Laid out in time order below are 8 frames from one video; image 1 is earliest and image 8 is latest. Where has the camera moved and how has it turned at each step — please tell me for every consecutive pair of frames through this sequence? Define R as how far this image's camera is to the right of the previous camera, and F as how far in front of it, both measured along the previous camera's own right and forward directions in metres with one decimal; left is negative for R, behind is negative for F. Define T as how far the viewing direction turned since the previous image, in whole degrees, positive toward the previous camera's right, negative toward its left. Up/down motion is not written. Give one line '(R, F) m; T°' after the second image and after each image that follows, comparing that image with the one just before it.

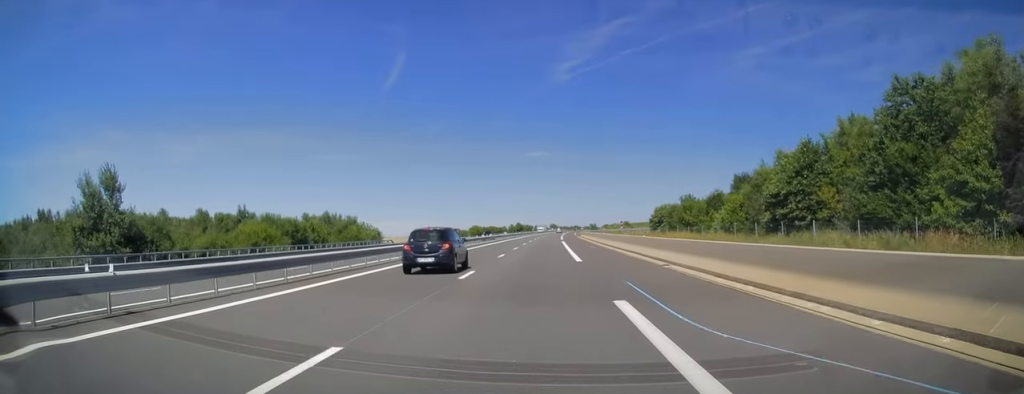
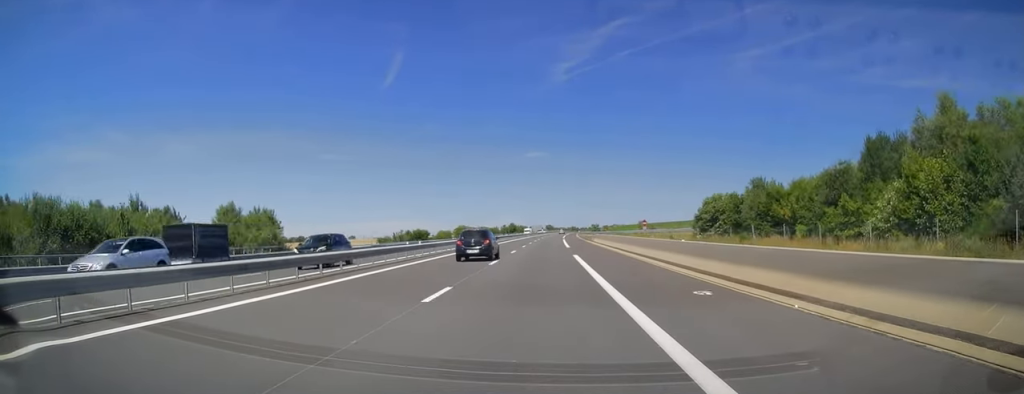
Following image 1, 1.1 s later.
(+0.1, +31.5) m; 0°
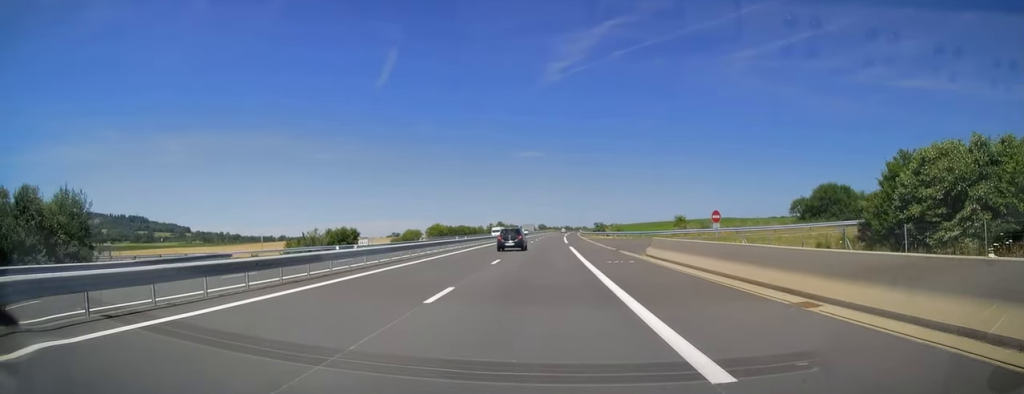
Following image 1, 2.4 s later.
(+0.1, +39.3) m; 0°
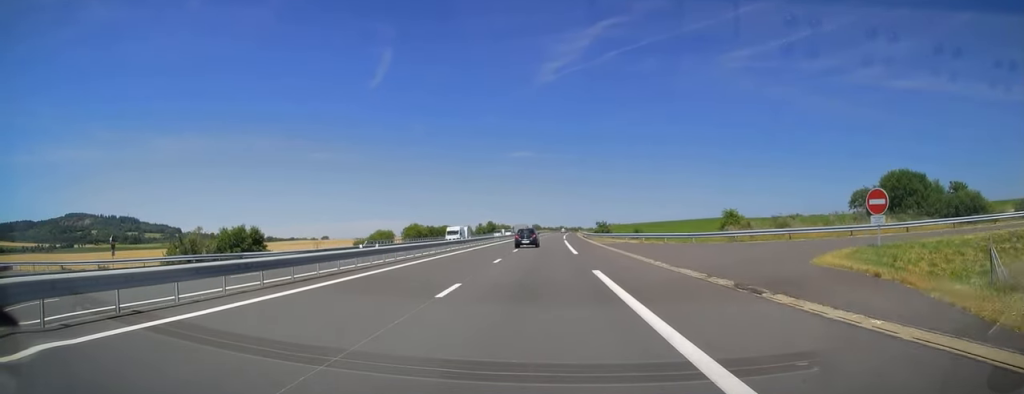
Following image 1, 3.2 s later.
(+0.1, +25.1) m; +1°
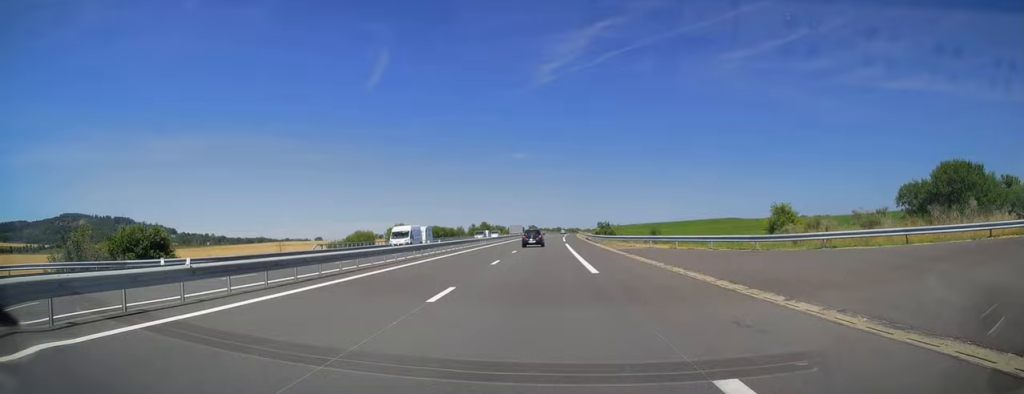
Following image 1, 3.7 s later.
(+0.1, +13.8) m; 0°
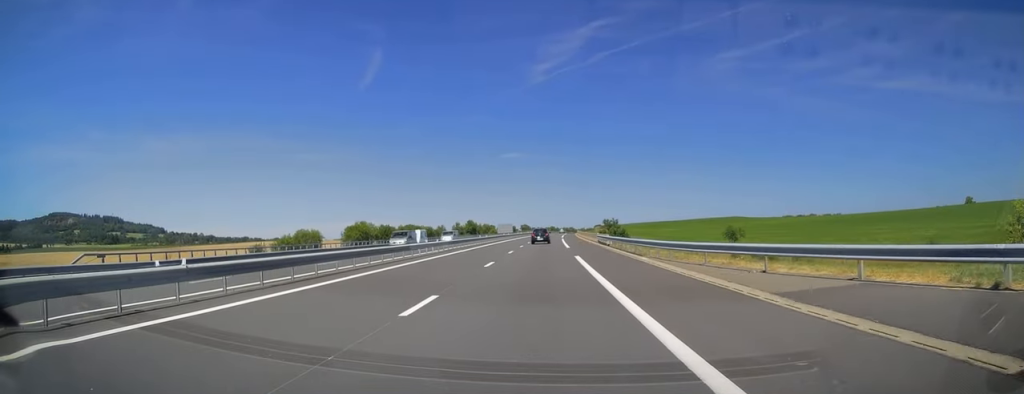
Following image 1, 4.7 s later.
(+0.2, +28.0) m; +1°
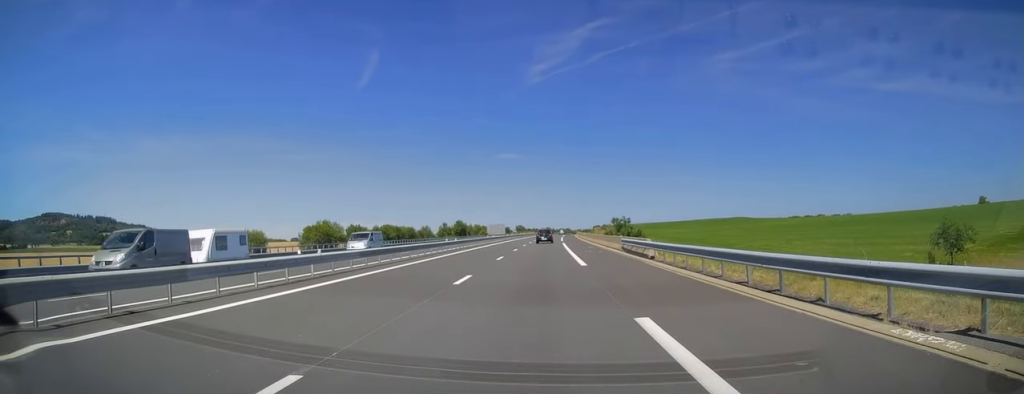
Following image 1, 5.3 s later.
(+0.1, +20.2) m; 0°
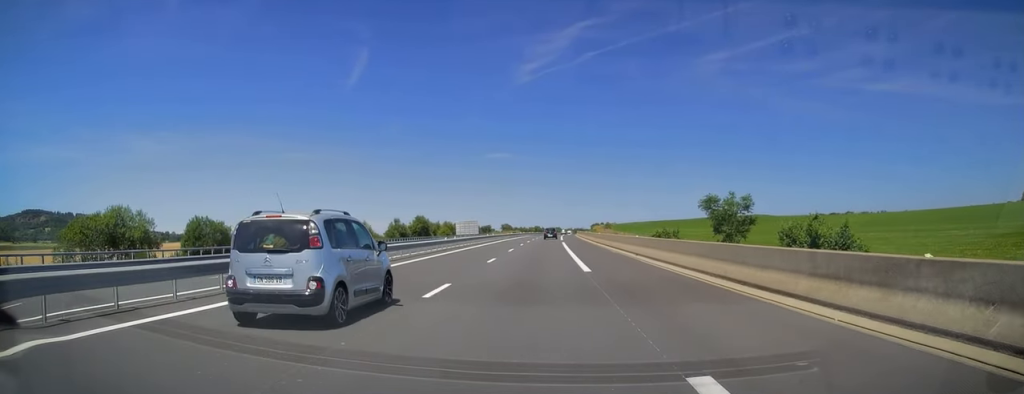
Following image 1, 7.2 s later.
(+0.5, +55.7) m; +1°
